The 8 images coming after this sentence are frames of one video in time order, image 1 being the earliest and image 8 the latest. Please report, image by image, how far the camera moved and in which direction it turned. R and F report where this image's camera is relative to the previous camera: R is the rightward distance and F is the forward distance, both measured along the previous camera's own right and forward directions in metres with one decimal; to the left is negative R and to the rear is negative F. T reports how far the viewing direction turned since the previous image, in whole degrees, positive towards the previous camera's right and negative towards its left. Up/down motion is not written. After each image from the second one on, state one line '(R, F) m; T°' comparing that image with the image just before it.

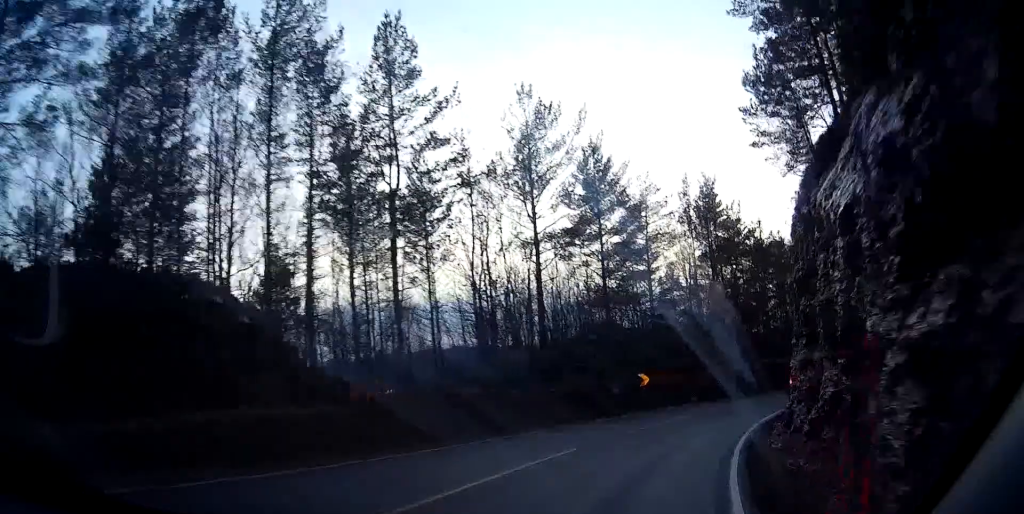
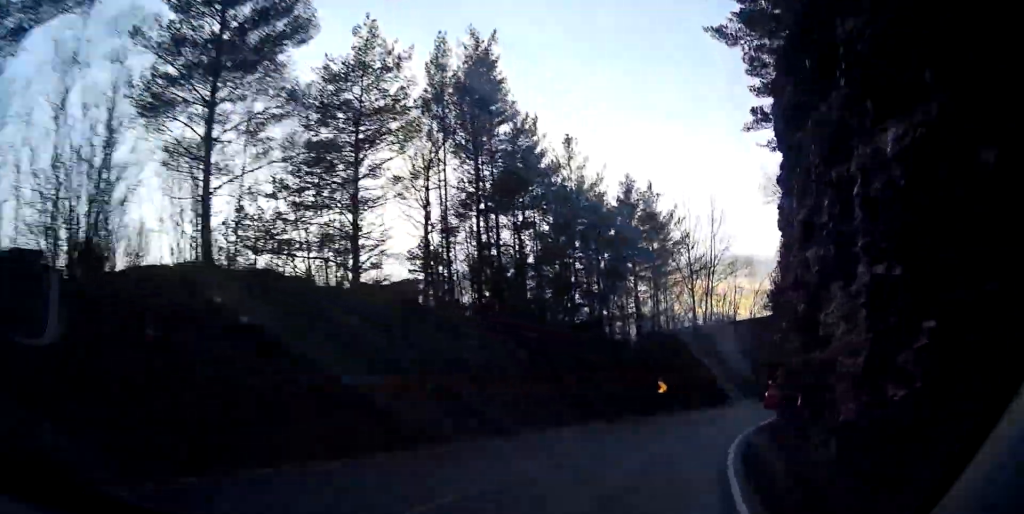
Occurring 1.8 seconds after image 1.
(+3.4, +24.2) m; +15°
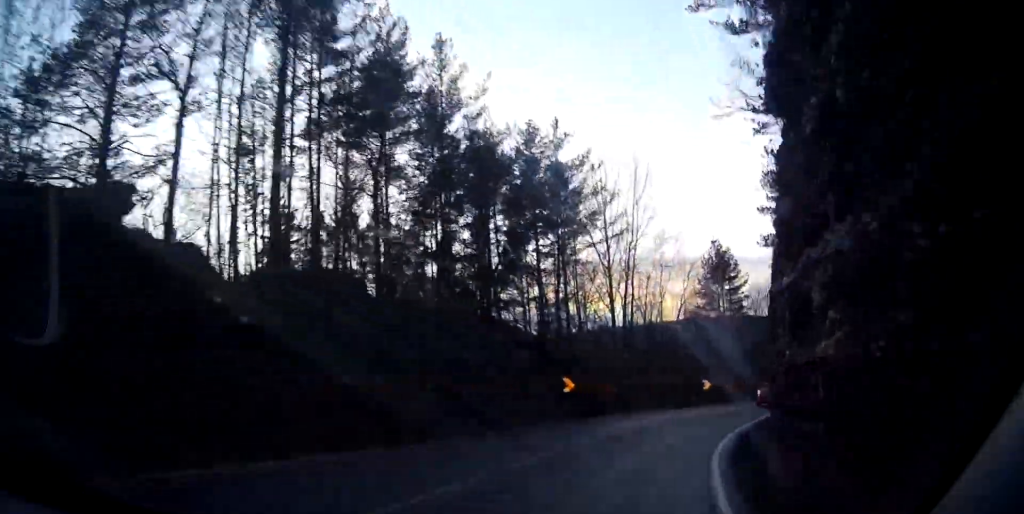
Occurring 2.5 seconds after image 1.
(+0.6, +10.8) m; +5°
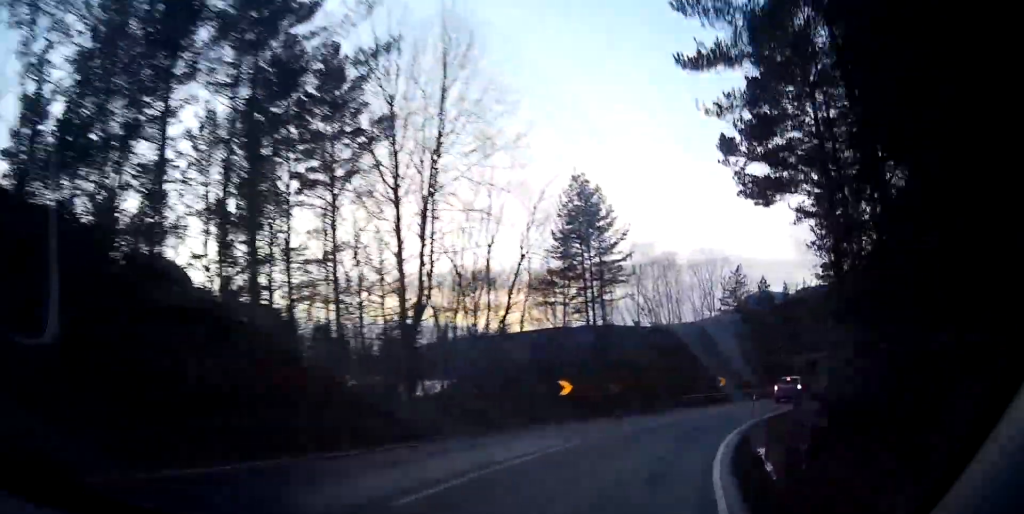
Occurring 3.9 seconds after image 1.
(+1.8, +20.2) m; +10°
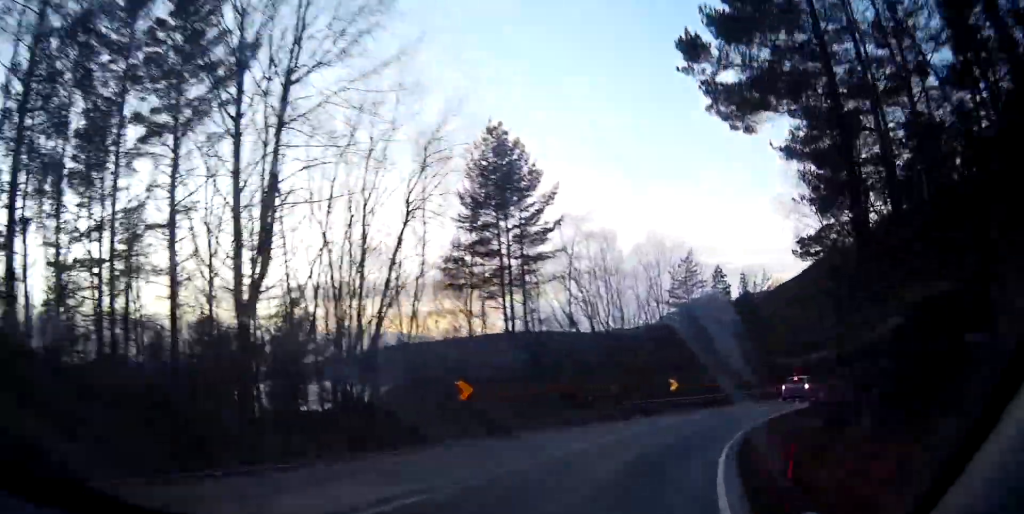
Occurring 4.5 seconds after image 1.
(+0.3, +8.3) m; +4°
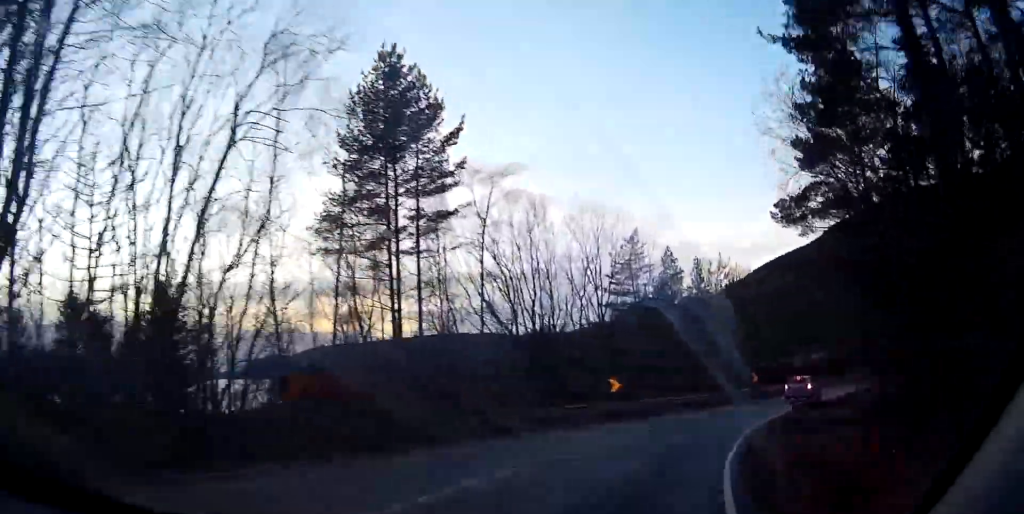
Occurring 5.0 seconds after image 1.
(-0.3, +7.8) m; +4°
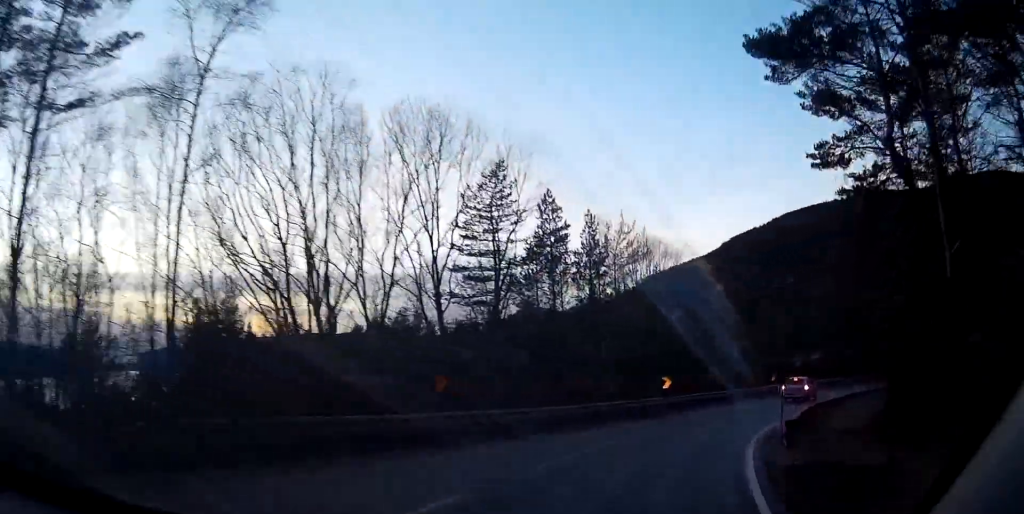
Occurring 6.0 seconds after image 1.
(+1.6, +14.1) m; +12°
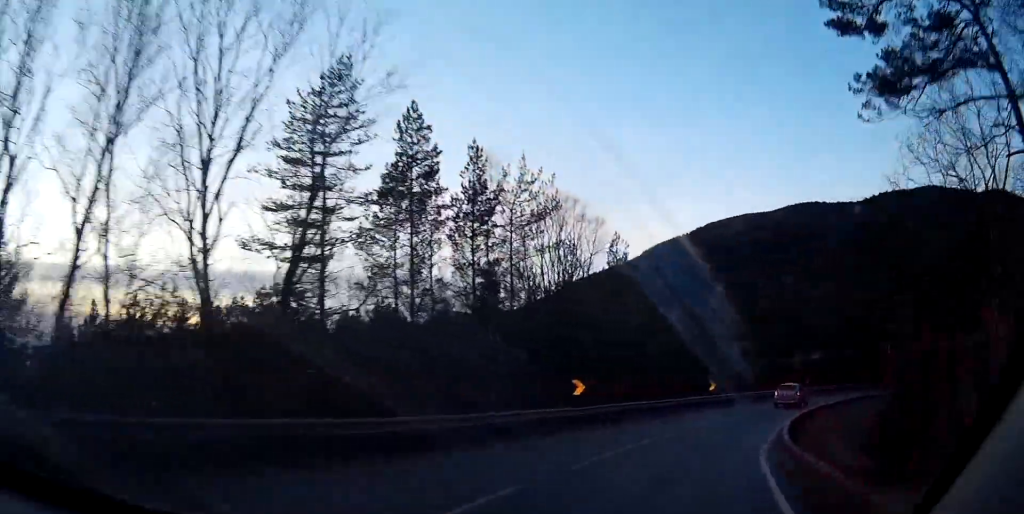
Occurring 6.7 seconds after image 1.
(+0.9, +10.5) m; +7°
